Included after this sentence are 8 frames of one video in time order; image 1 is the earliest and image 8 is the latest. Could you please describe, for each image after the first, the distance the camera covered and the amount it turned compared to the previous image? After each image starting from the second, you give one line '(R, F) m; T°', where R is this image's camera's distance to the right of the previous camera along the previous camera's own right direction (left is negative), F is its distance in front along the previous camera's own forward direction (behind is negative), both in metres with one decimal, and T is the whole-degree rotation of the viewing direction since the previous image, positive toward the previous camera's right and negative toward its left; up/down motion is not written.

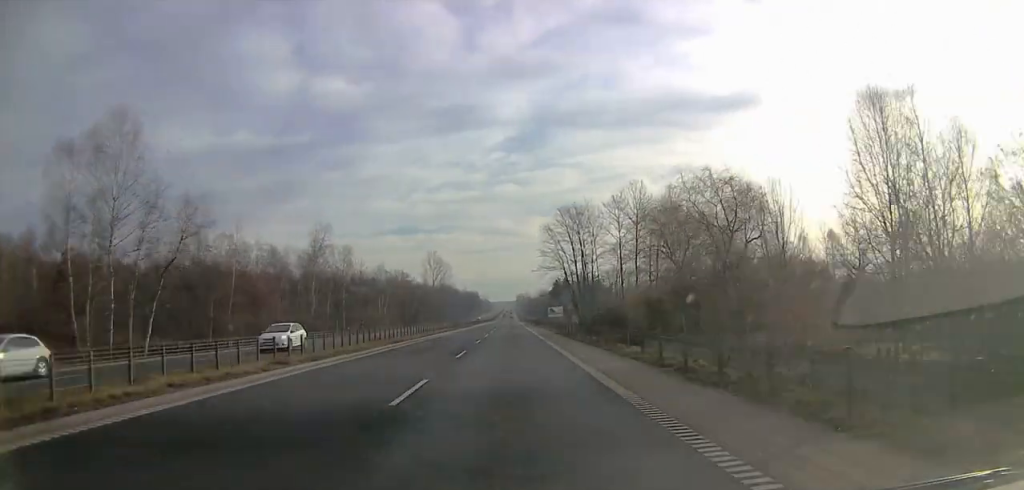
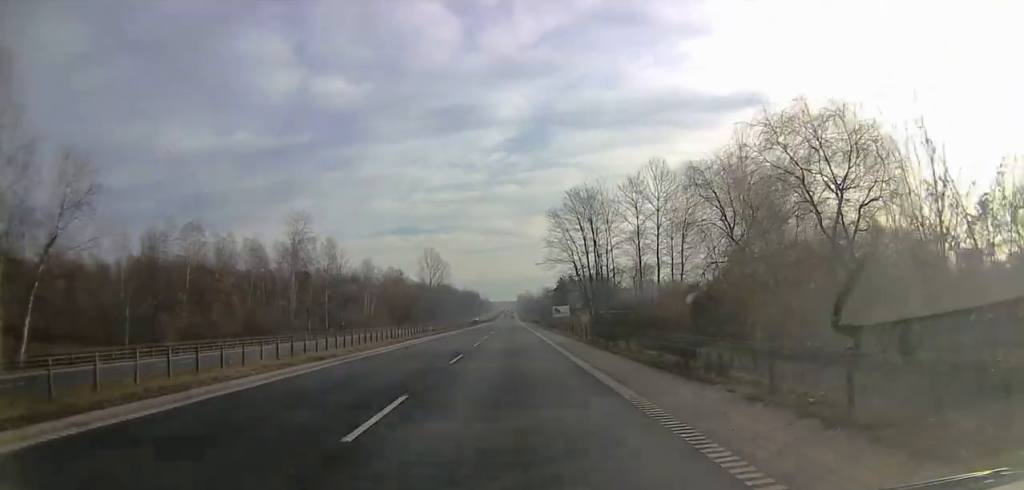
(-0.3, +15.0) m; -1°
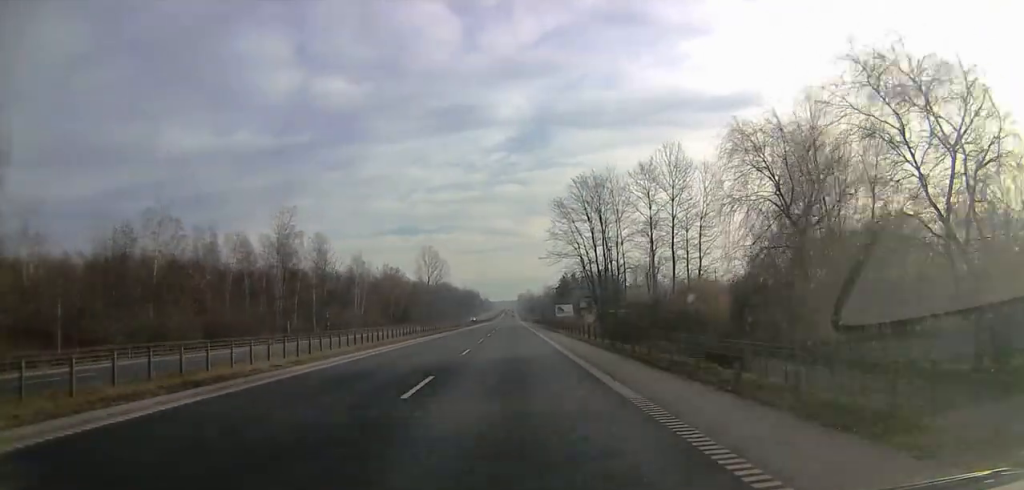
(+0.1, +8.6) m; 0°
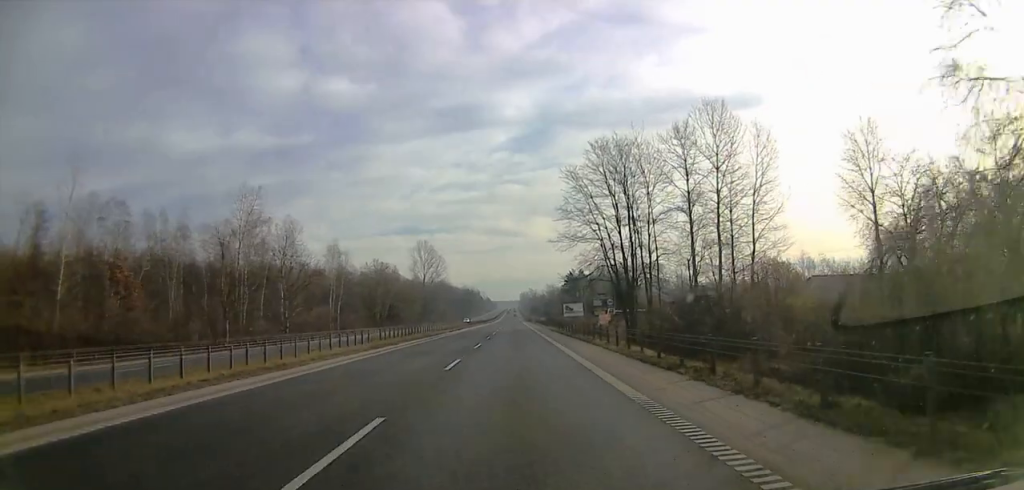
(0.0, +18.5) m; 0°
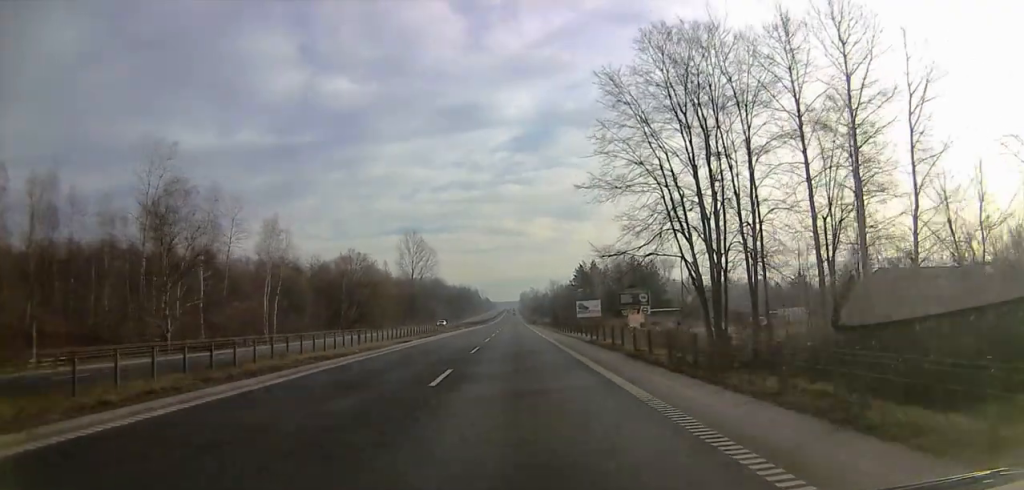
(+0.2, +28.8) m; +1°
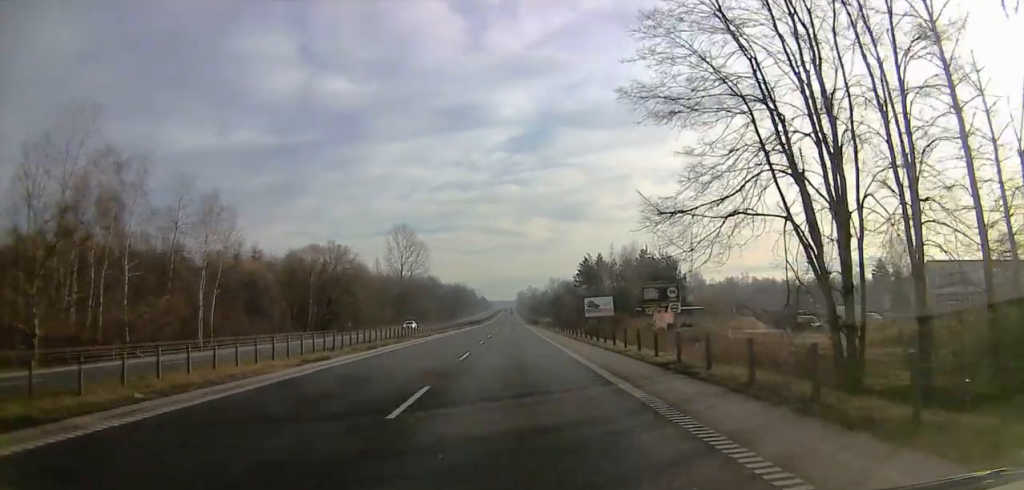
(0.0, +15.9) m; +2°
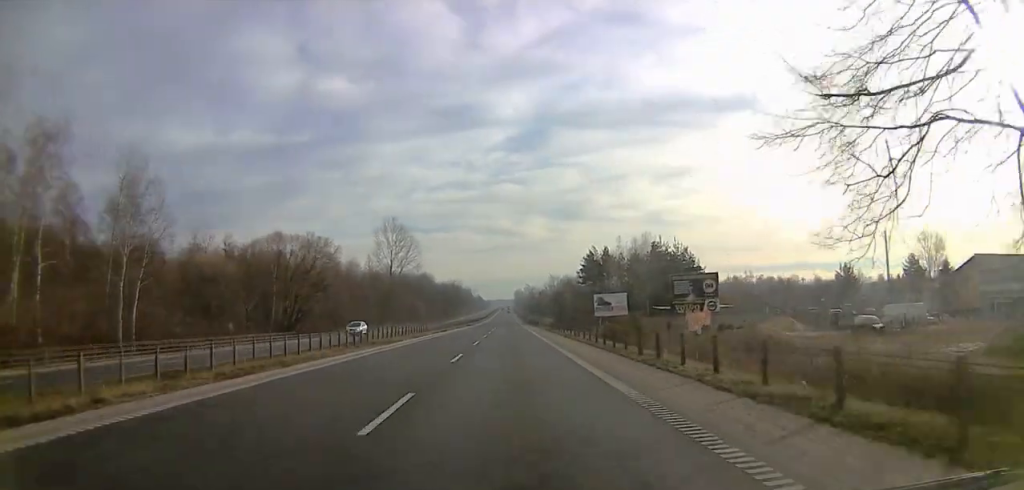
(+0.2, +12.6) m; +1°
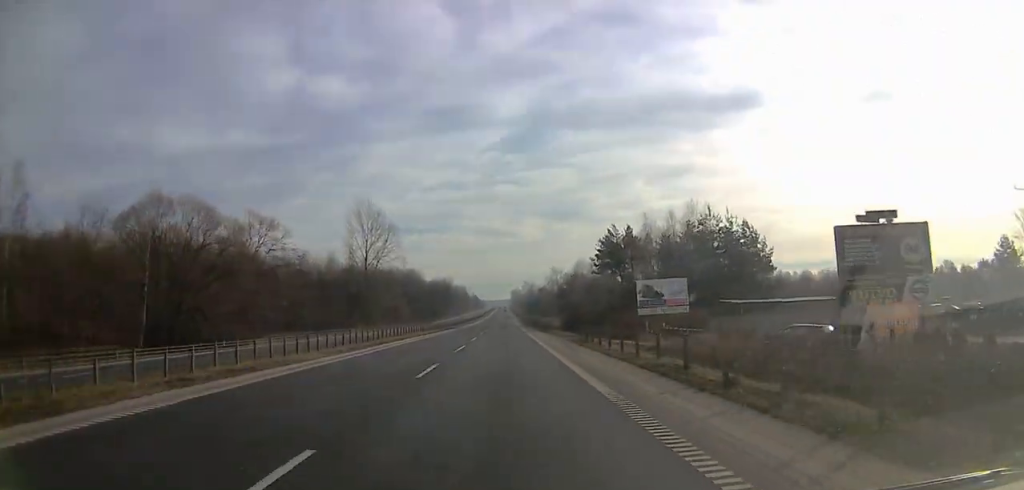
(+0.4, +24.6) m; -1°
